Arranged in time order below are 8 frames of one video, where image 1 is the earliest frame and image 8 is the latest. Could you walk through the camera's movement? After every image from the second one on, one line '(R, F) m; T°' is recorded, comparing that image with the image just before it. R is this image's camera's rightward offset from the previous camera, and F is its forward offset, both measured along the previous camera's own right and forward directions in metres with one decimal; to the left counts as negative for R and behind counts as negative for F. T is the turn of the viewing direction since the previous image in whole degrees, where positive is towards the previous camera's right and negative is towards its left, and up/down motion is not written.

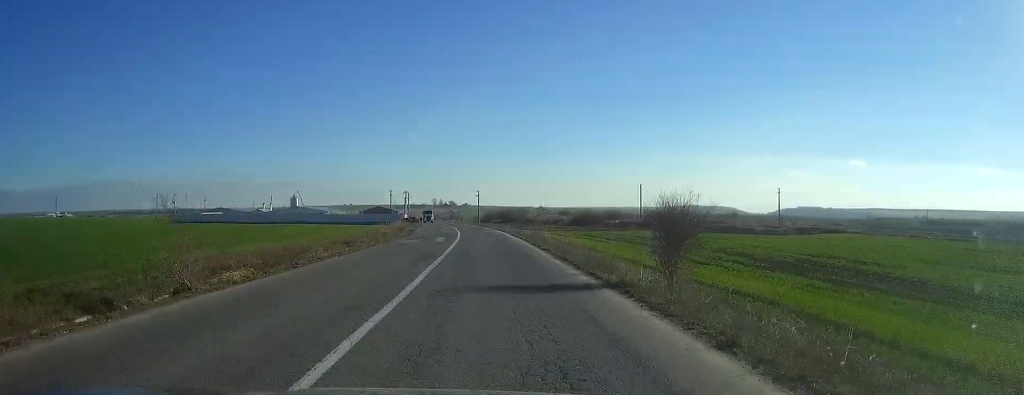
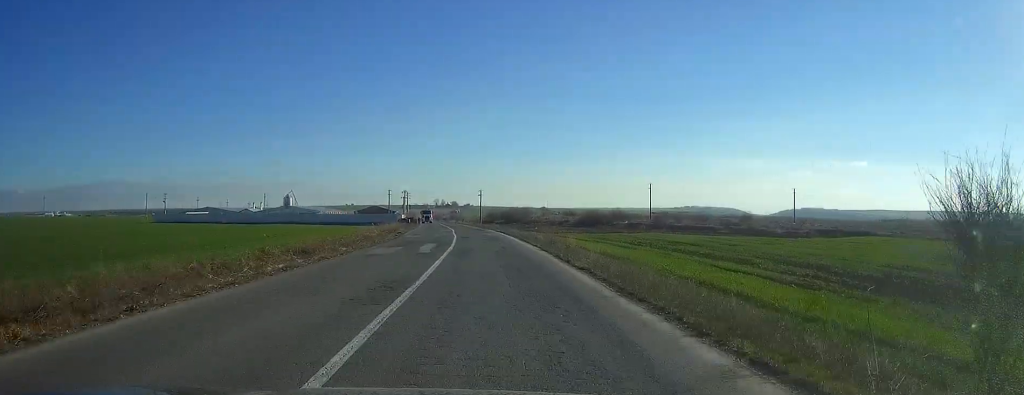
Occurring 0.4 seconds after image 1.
(0.0, +11.6) m; 0°
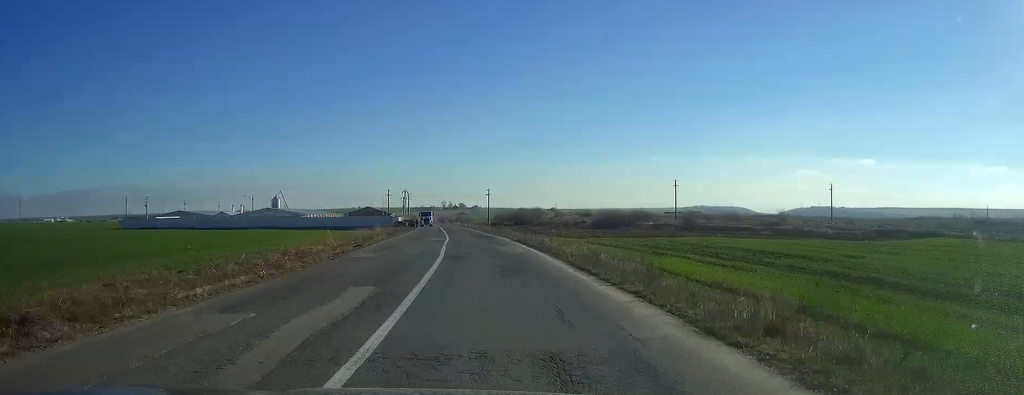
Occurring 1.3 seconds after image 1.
(0.0, +23.3) m; 0°
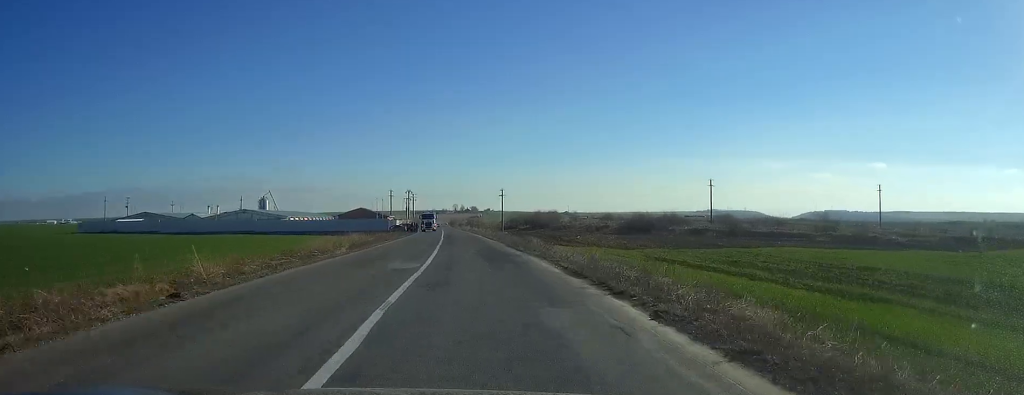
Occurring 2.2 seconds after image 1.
(0.0, +24.2) m; 0°
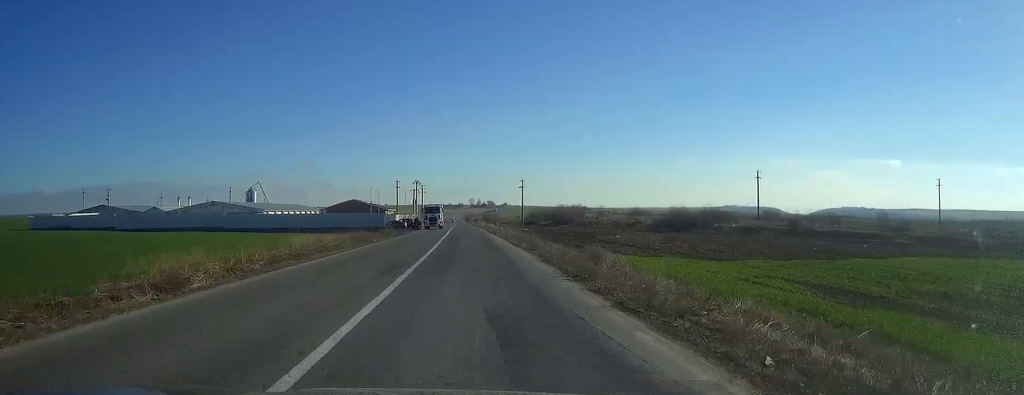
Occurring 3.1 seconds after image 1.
(0.0, +24.1) m; 0°
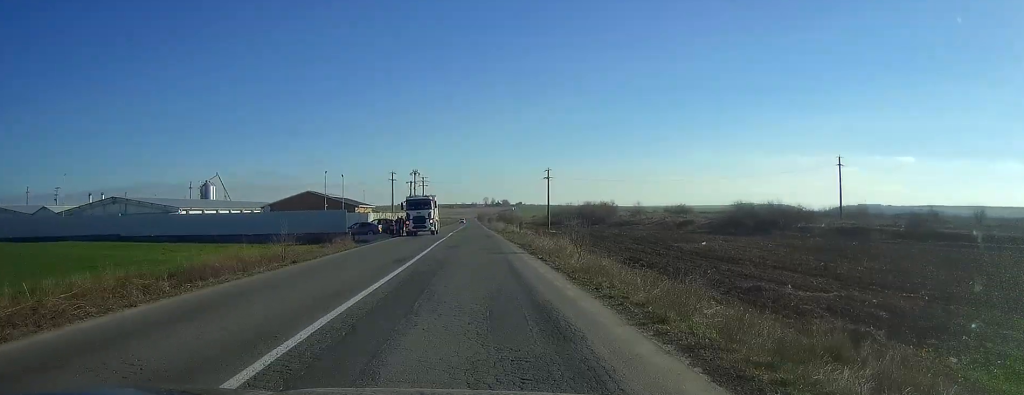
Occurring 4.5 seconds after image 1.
(0.0, +37.6) m; 0°
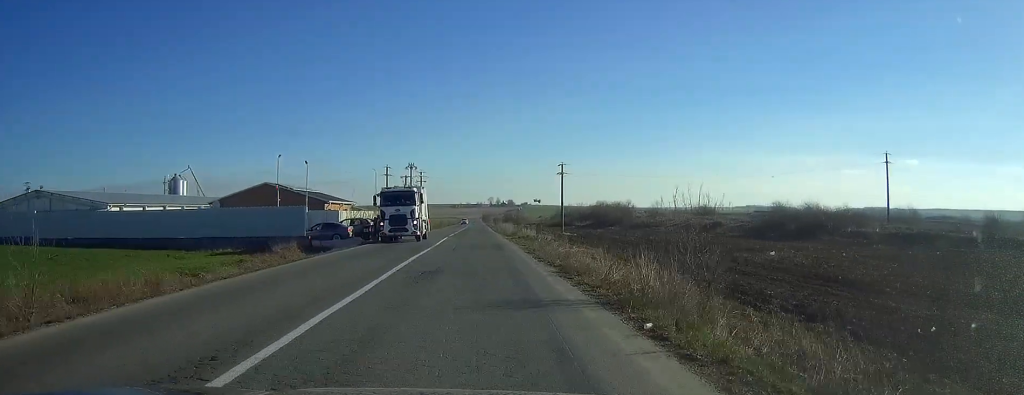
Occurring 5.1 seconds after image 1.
(0.0, +17.0) m; 0°
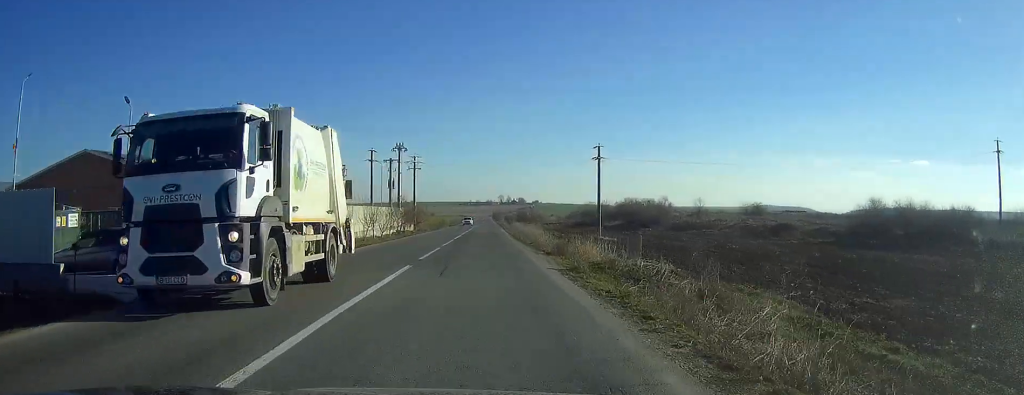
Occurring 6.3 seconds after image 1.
(0.0, +31.3) m; 0°
